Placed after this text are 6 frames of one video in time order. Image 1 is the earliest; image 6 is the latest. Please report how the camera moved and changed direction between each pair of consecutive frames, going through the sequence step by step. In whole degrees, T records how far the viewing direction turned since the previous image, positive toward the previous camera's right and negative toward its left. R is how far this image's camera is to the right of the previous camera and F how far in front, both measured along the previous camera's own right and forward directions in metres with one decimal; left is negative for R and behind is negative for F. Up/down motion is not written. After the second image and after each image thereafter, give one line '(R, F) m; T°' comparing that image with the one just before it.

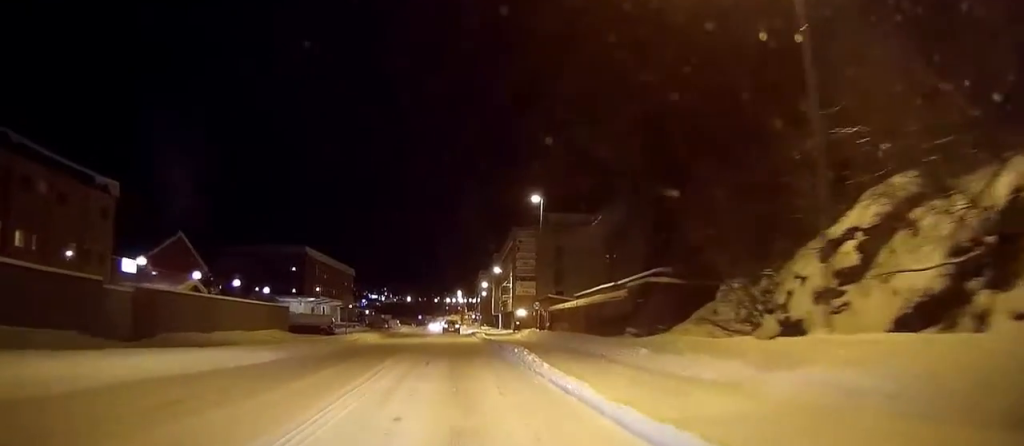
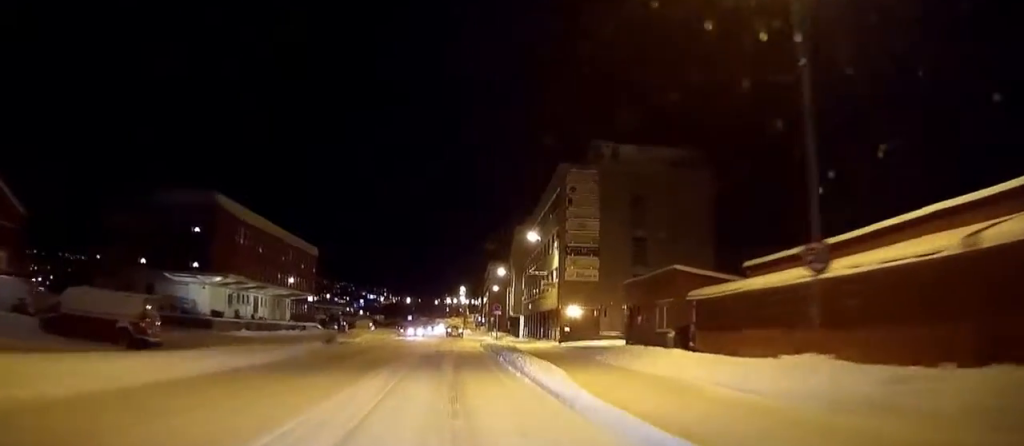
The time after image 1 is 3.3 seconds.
(+1.3, +37.8) m; +3°
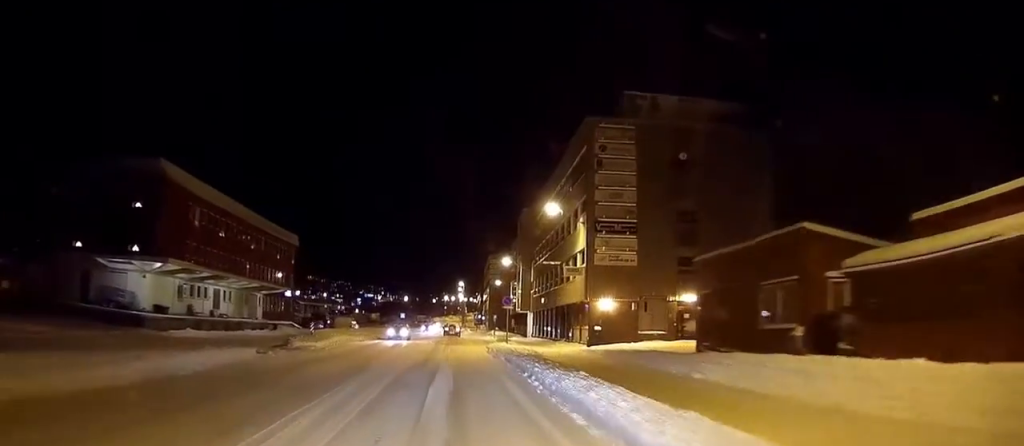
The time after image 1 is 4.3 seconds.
(-0.1, +11.6) m; 0°
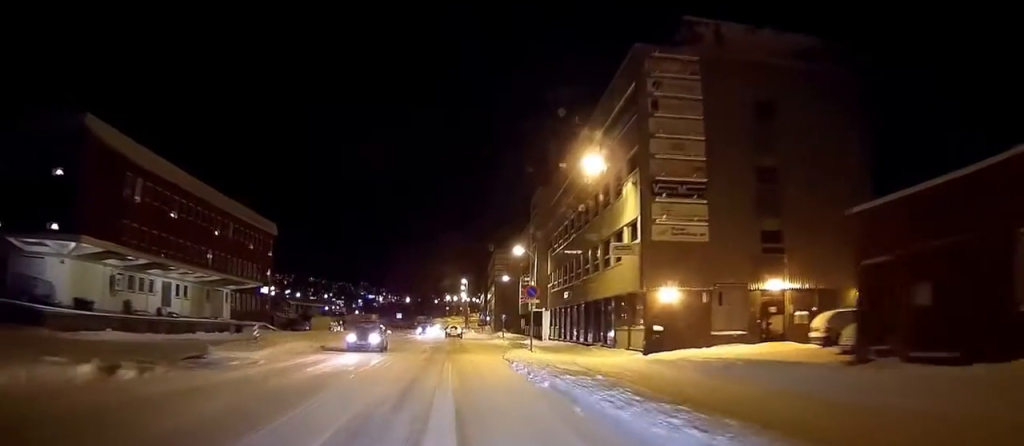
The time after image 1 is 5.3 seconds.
(0.0, +11.3) m; 0°
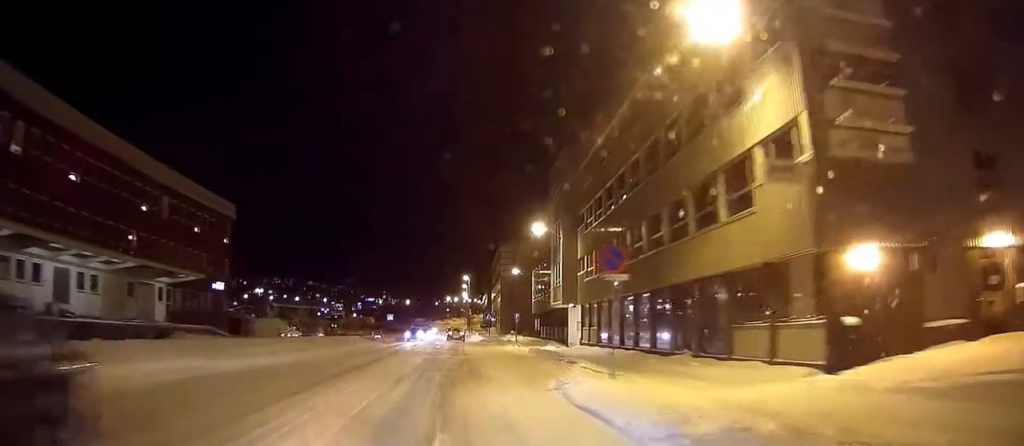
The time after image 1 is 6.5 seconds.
(+0.1, +14.6) m; +1°
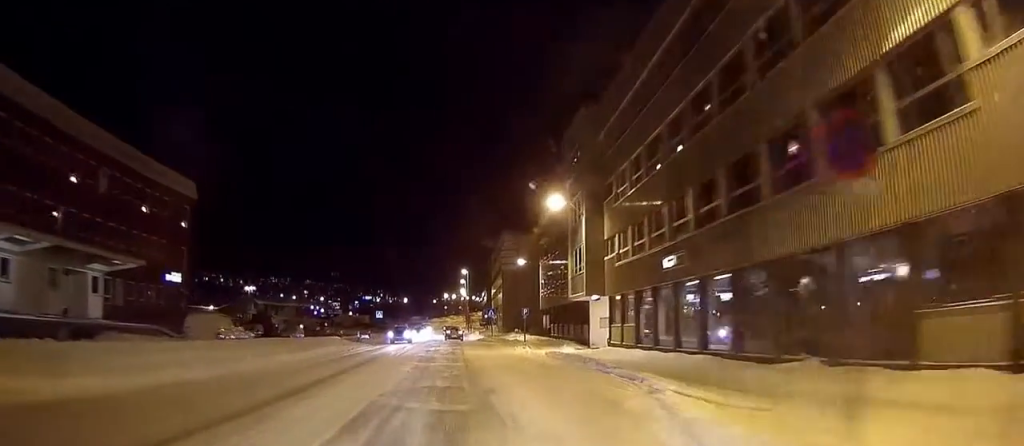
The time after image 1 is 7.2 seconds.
(0.0, +9.1) m; +1°
